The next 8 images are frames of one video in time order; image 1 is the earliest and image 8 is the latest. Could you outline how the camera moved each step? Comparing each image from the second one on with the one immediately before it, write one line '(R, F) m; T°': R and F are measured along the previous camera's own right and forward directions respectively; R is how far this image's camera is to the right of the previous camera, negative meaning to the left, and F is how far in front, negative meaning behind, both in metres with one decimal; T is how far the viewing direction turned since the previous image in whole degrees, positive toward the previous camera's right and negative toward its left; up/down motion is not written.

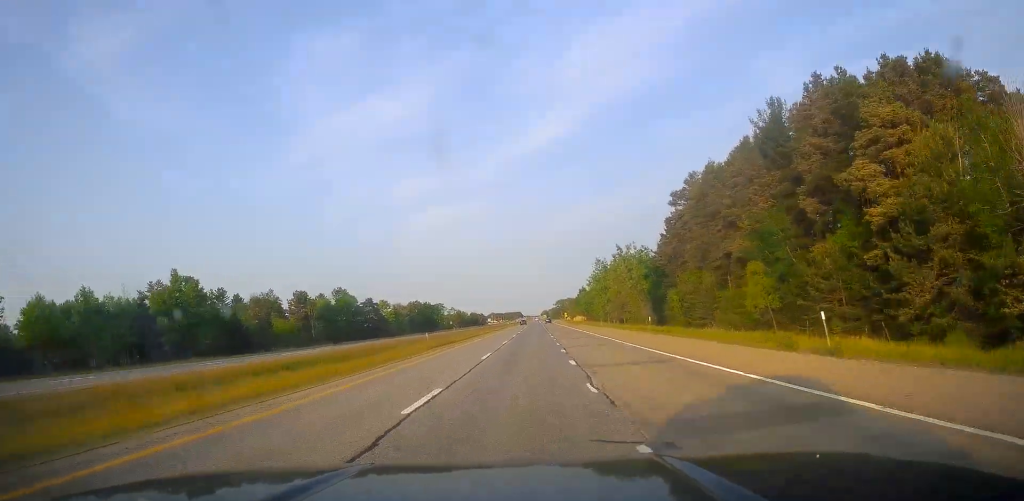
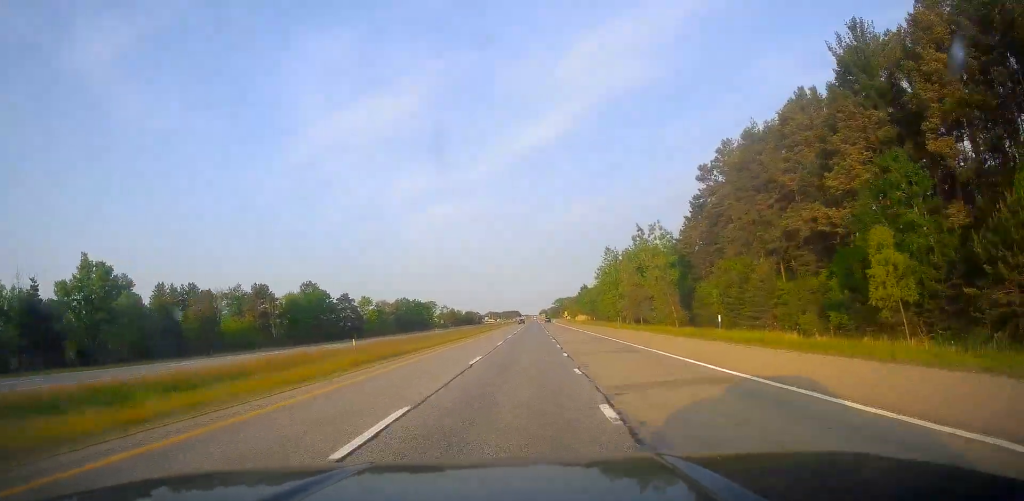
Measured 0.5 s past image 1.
(0.0, +19.1) m; 0°
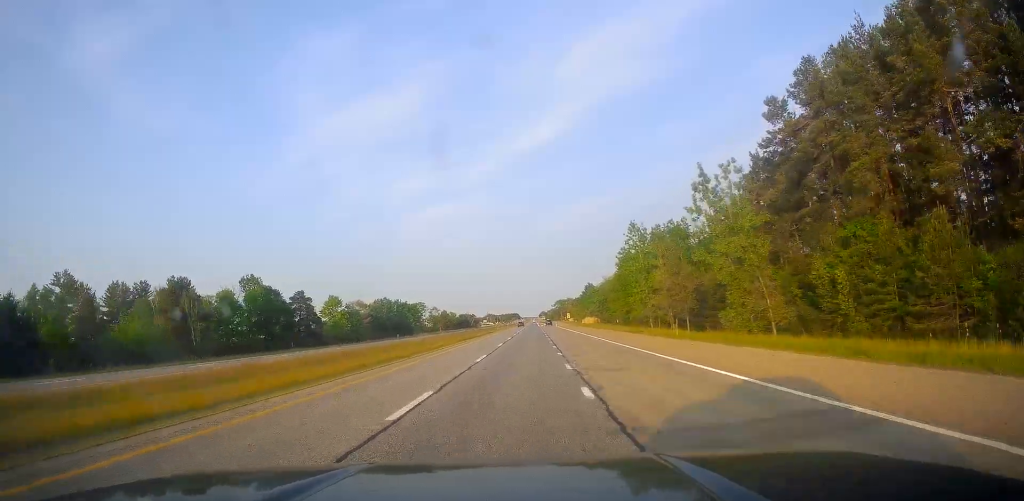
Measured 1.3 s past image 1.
(+0.2, +27.4) m; 0°
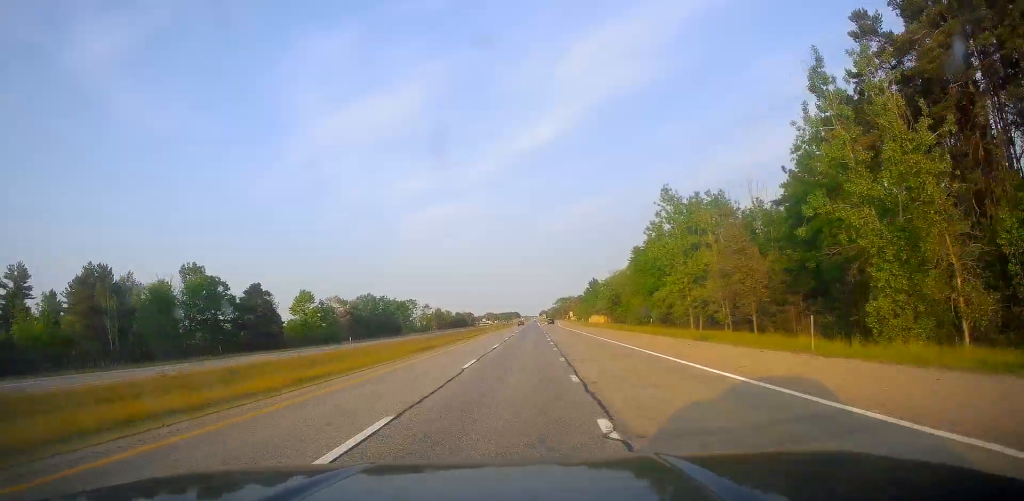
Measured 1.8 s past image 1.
(+0.3, +19.0) m; 0°
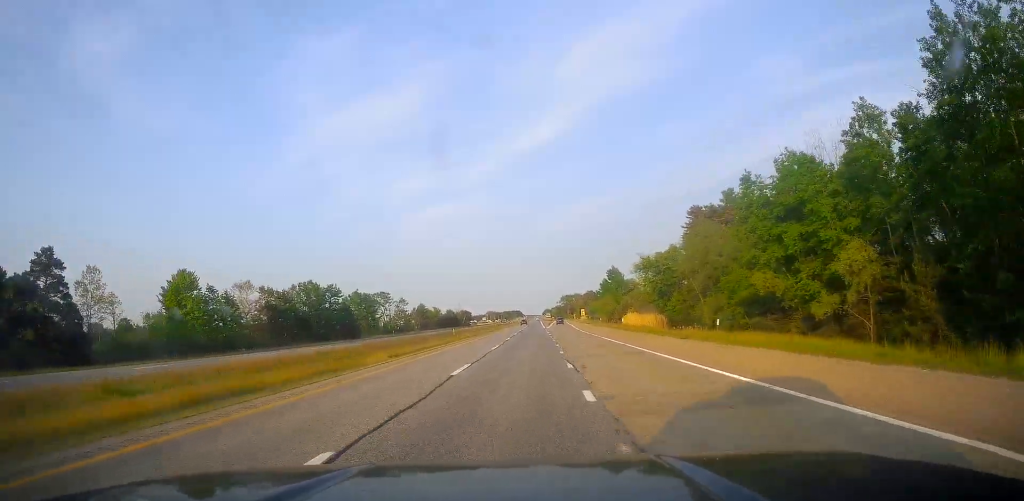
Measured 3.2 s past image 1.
(-0.7, +48.9) m; -1°
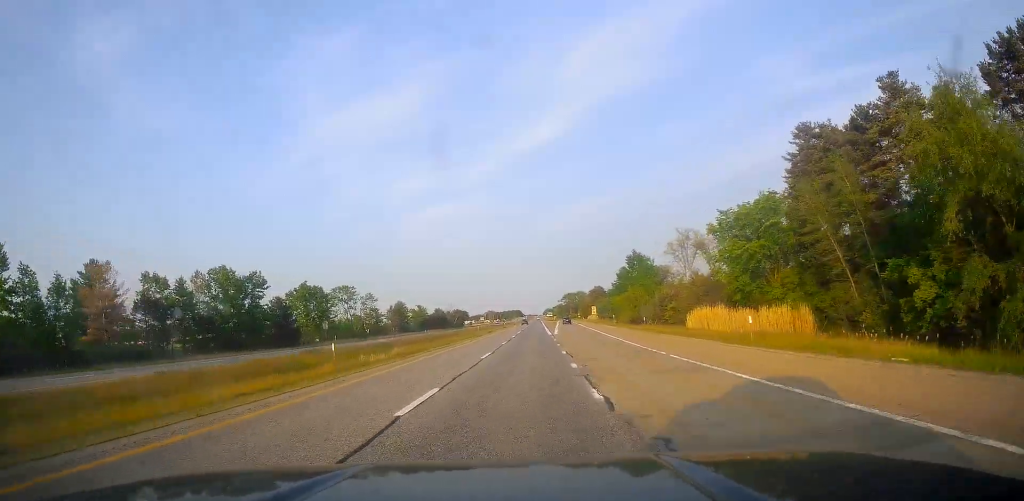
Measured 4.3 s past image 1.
(+0.2, +38.3) m; +1°
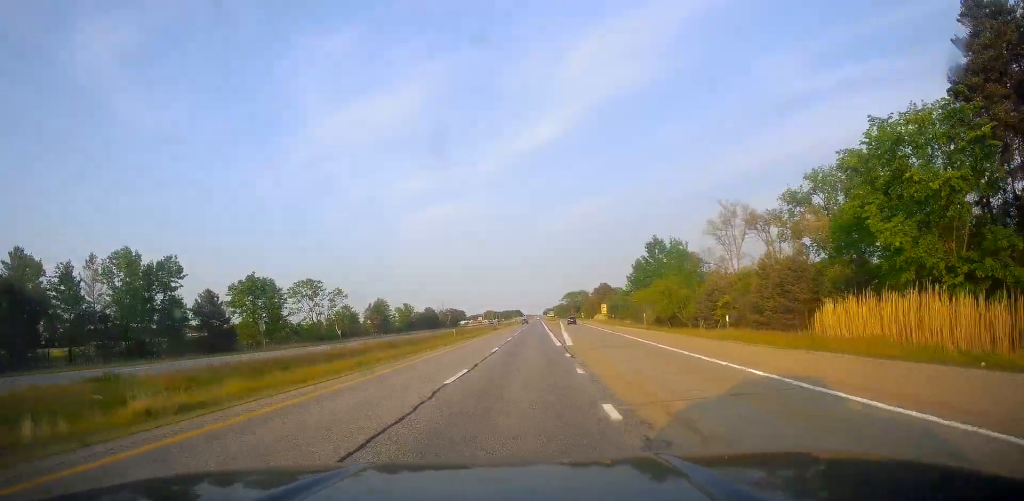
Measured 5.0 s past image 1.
(+0.3, +25.1) m; 0°
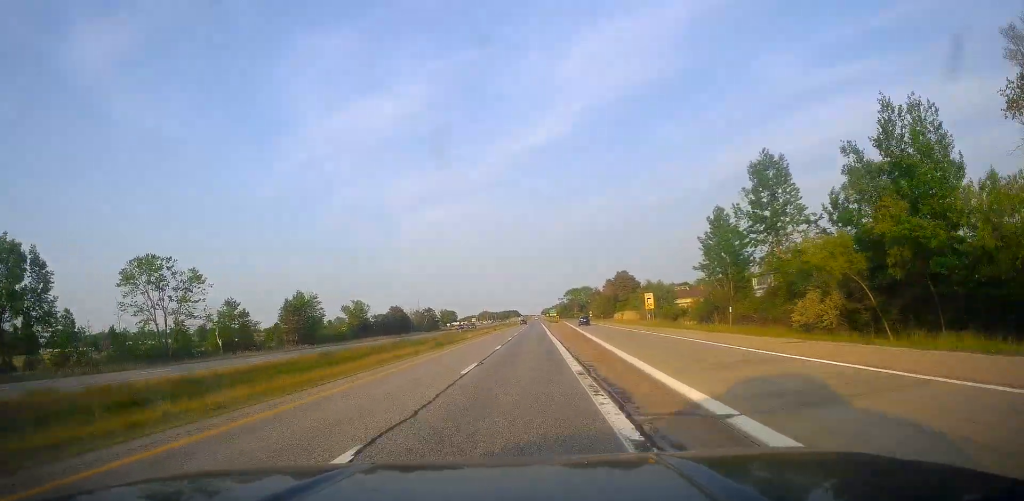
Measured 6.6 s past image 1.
(-0.9, +58.6) m; -1°
